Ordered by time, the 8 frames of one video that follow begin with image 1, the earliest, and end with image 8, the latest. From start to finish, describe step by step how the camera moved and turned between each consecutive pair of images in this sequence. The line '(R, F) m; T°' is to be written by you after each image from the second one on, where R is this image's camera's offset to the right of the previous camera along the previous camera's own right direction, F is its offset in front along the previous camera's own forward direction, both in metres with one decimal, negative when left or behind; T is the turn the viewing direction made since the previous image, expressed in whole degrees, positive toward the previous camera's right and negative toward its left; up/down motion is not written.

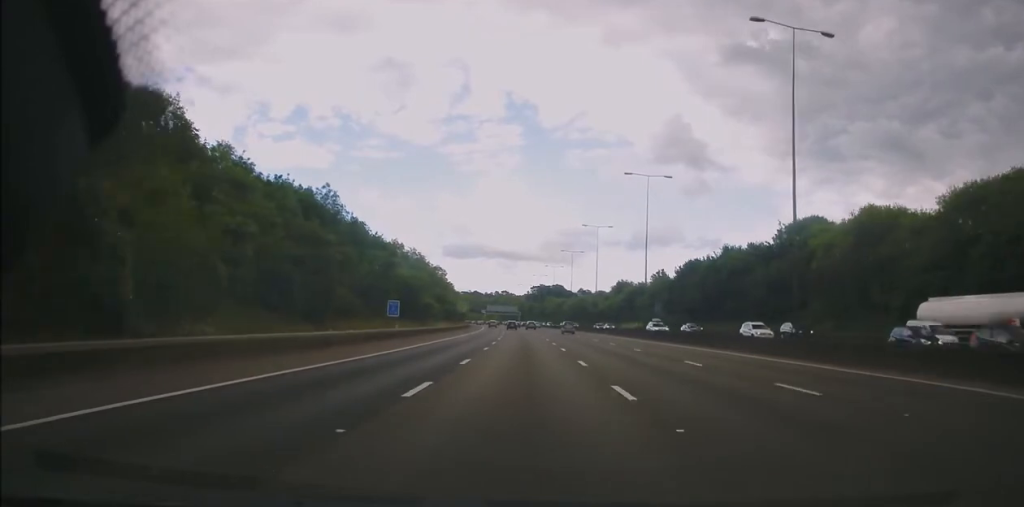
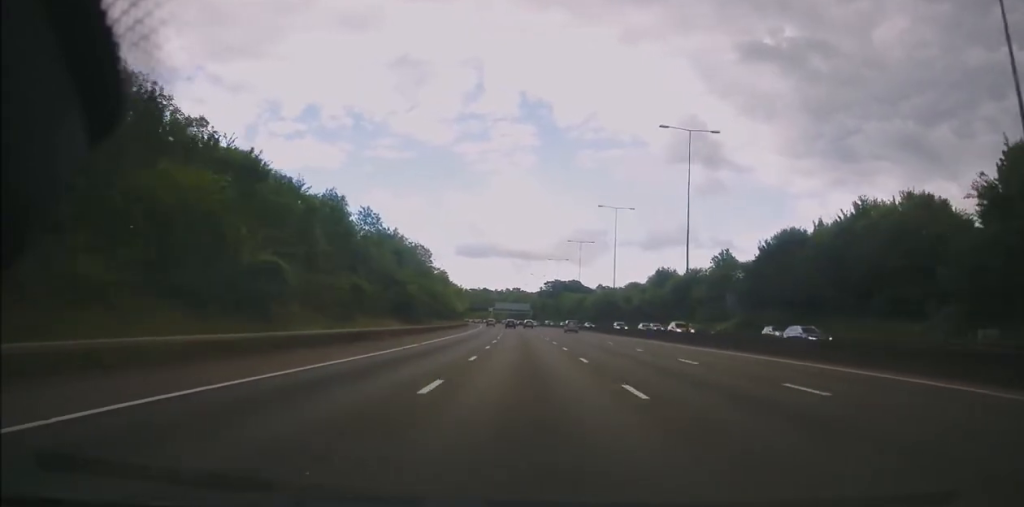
(-0.8, +44.5) m; -1°
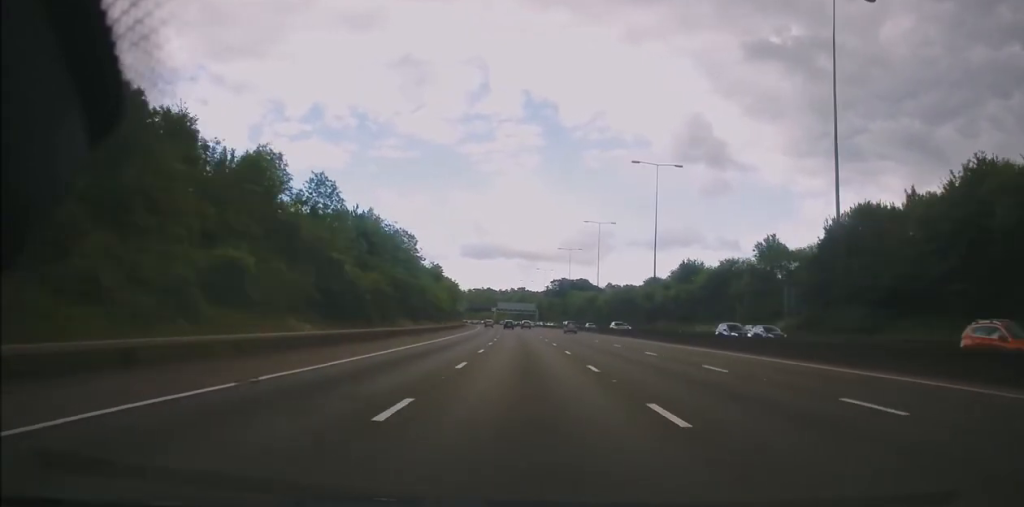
(+0.2, +20.9) m; -1°
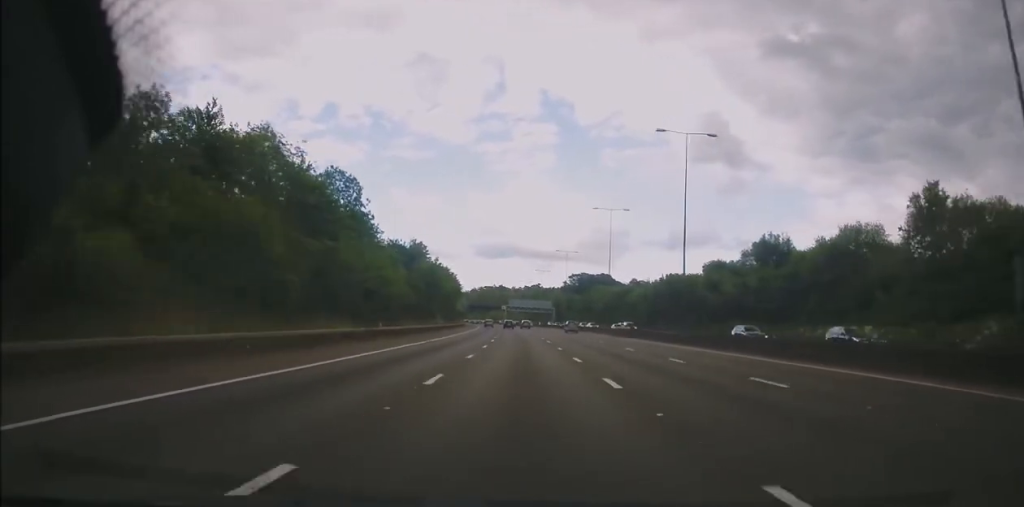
(-0.8, +40.4) m; -2°
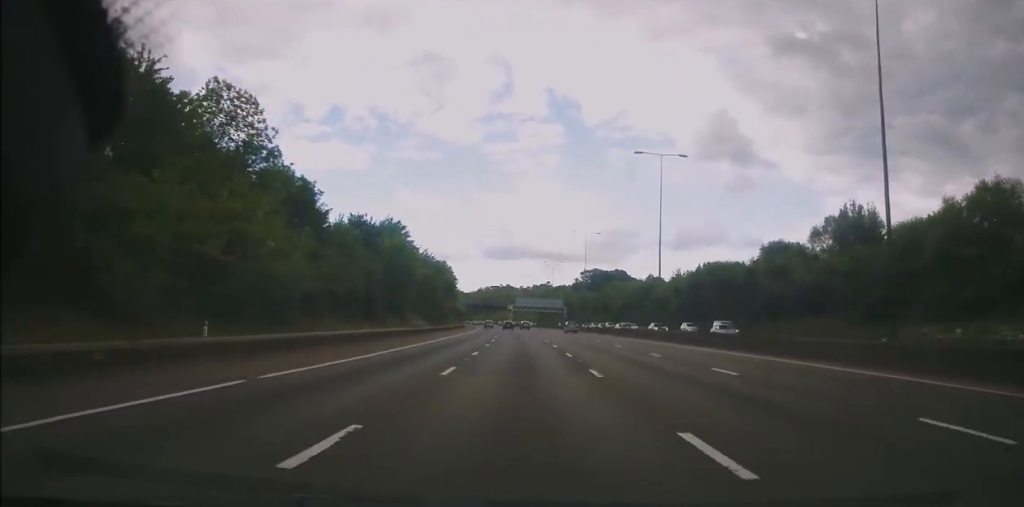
(-0.1, +24.5) m; 0°
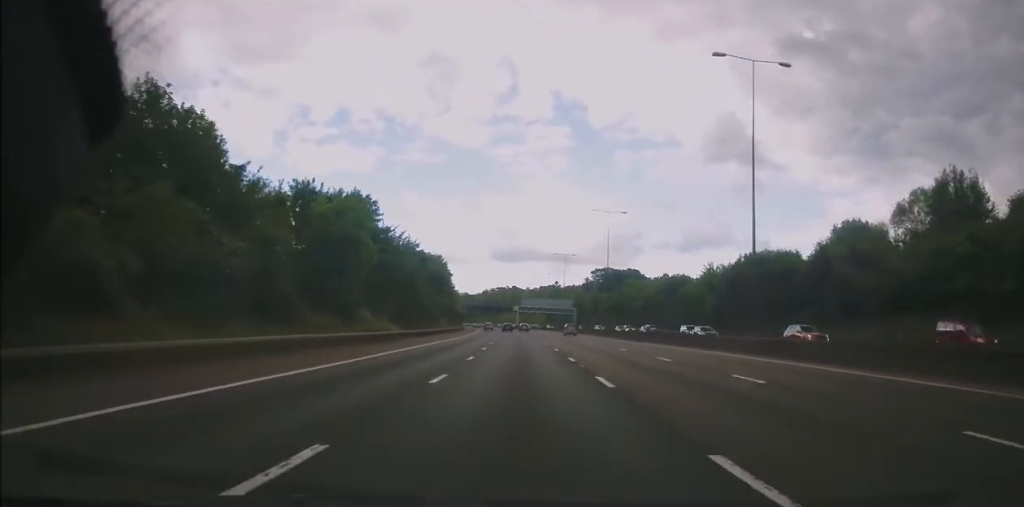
(0.0, +19.6) m; -1°
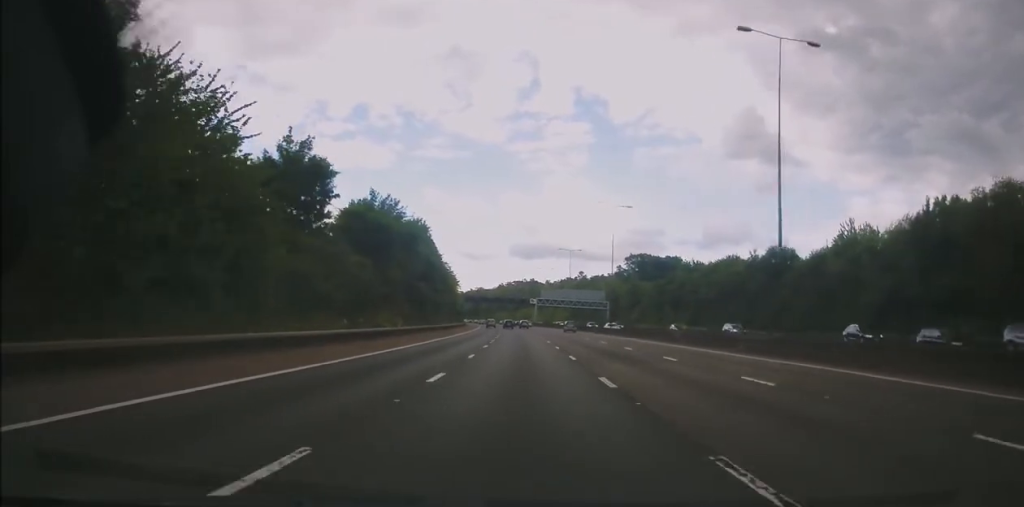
(-0.6, +47.0) m; -1°
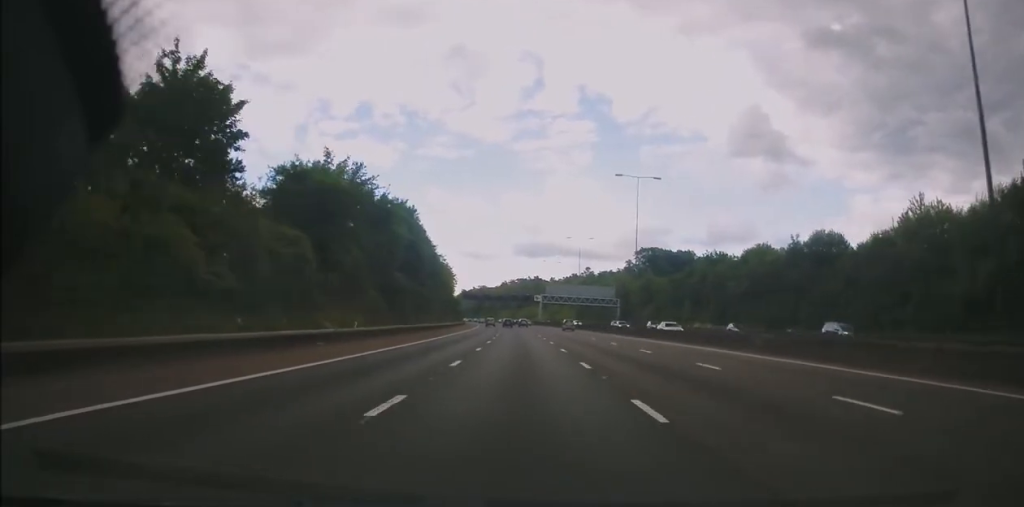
(+0.2, +13.7) m; 0°
